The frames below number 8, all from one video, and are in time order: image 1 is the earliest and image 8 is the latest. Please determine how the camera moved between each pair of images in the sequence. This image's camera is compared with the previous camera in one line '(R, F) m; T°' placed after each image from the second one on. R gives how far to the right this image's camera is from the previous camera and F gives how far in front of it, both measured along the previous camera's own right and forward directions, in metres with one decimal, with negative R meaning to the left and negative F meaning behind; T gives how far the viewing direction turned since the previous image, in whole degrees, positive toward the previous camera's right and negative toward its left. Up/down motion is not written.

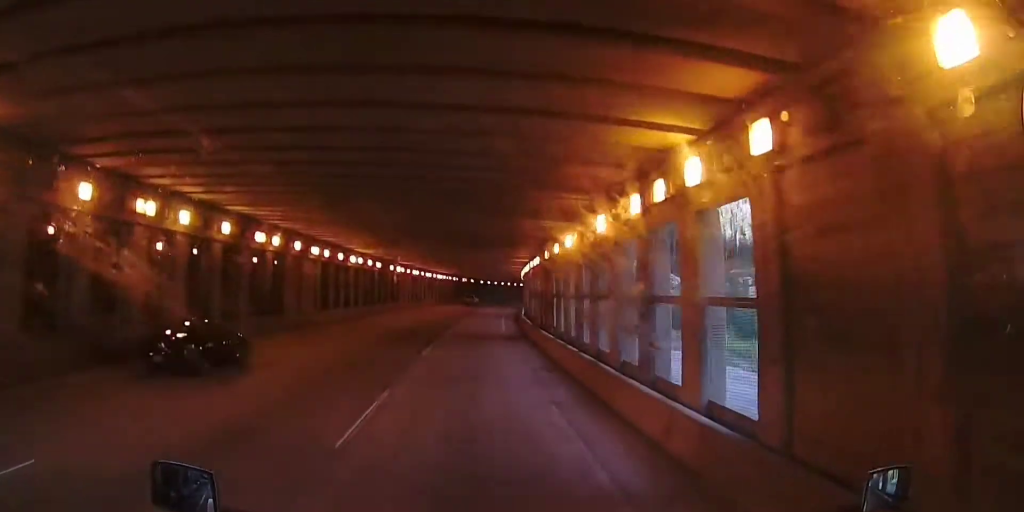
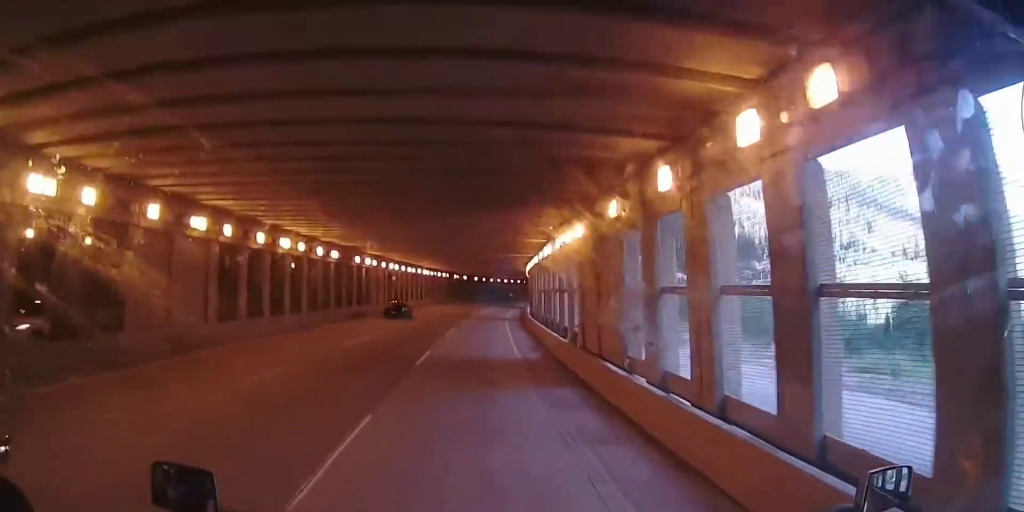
(+0.1, +15.2) m; 0°
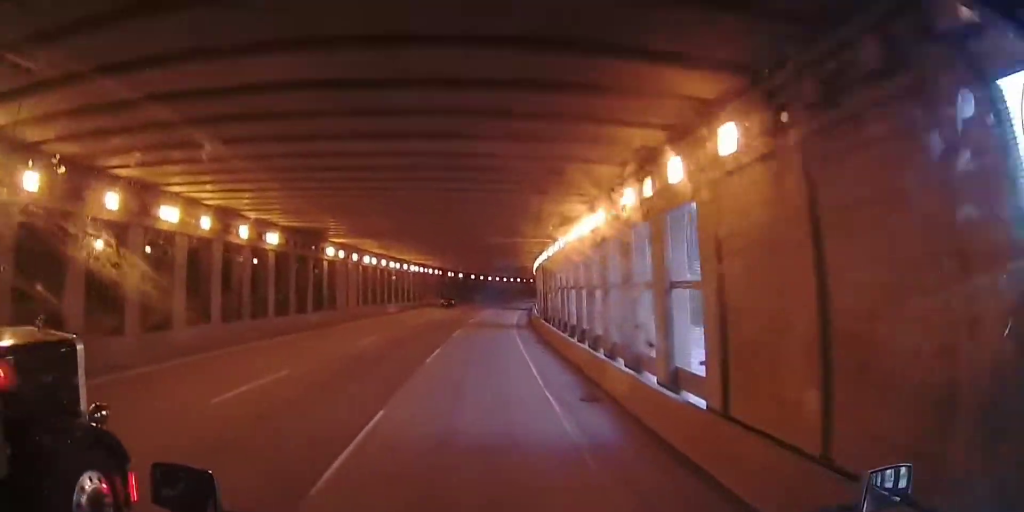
(-0.1, +12.2) m; -2°
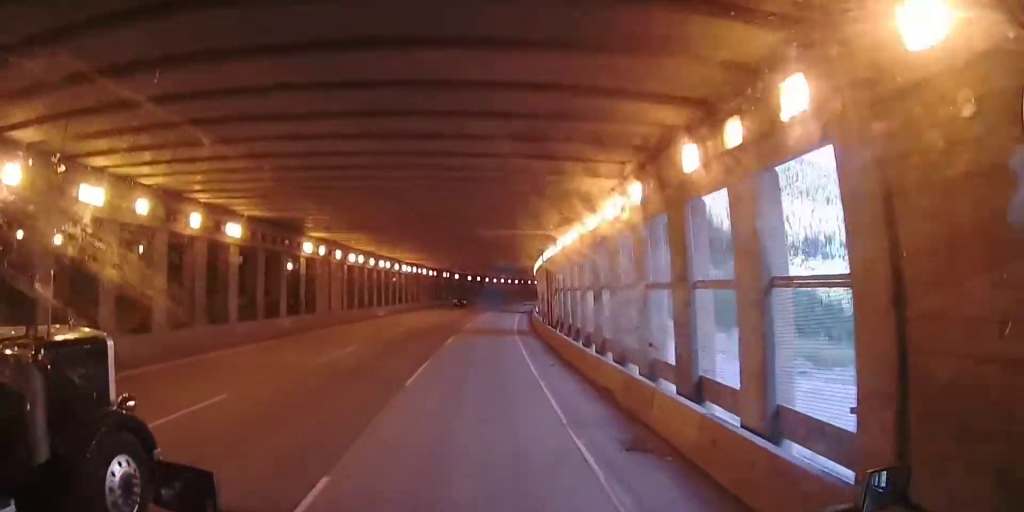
(-0.1, +4.4) m; 0°
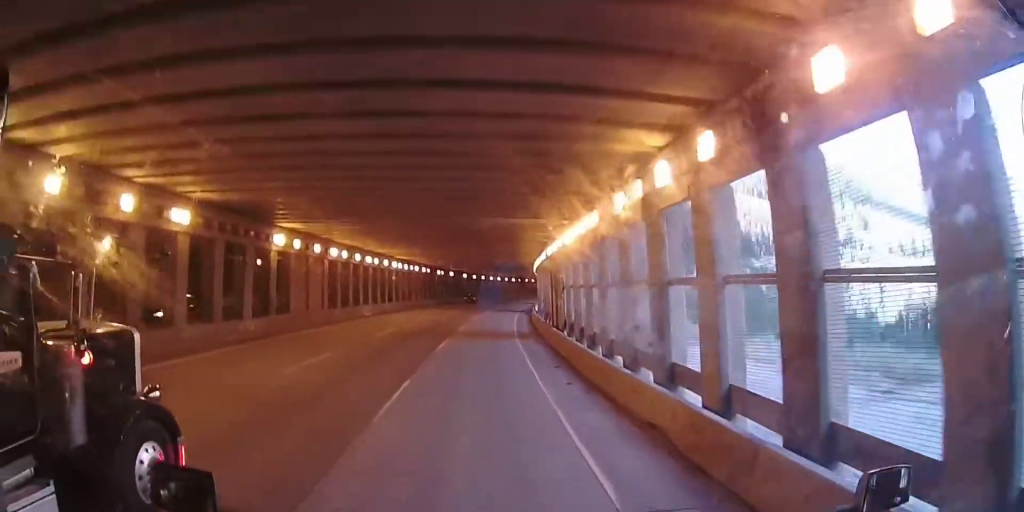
(-0.1, +4.4) m; 0°
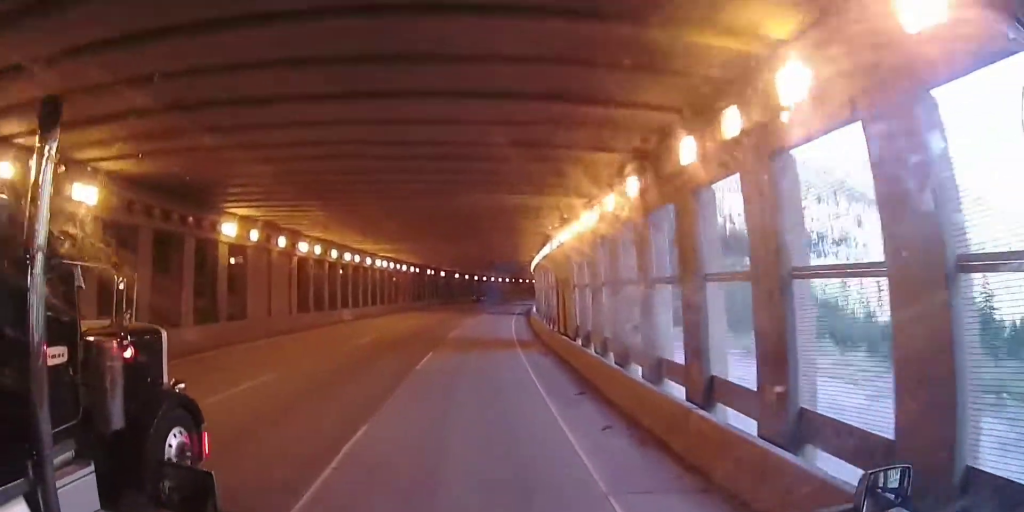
(+0.1, +5.4) m; +1°
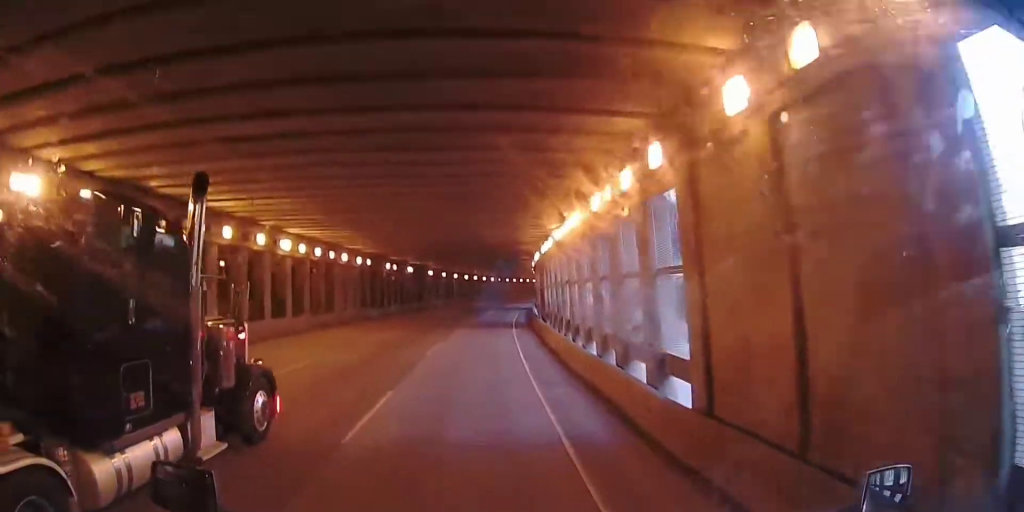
(+0.5, +21.9) m; +2°
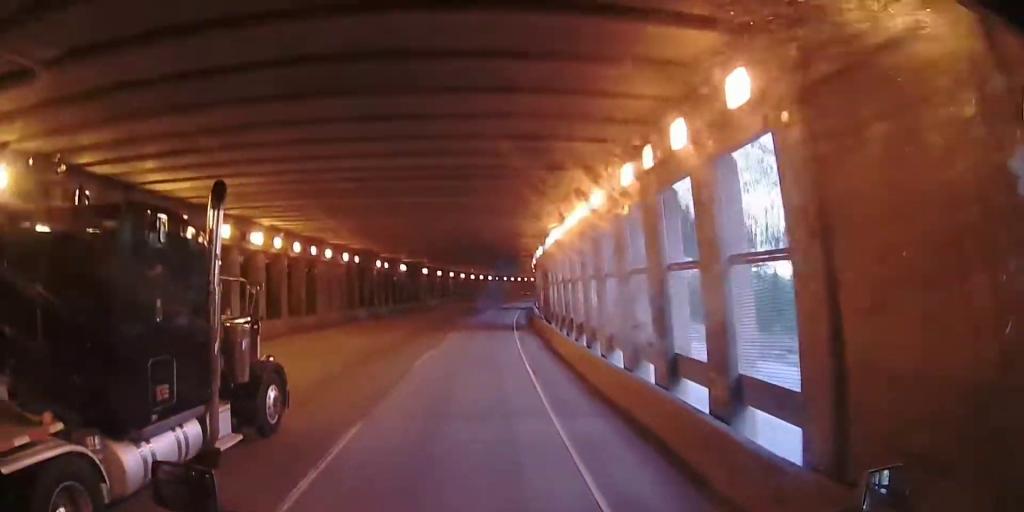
(0.0, +3.8) m; 0°
